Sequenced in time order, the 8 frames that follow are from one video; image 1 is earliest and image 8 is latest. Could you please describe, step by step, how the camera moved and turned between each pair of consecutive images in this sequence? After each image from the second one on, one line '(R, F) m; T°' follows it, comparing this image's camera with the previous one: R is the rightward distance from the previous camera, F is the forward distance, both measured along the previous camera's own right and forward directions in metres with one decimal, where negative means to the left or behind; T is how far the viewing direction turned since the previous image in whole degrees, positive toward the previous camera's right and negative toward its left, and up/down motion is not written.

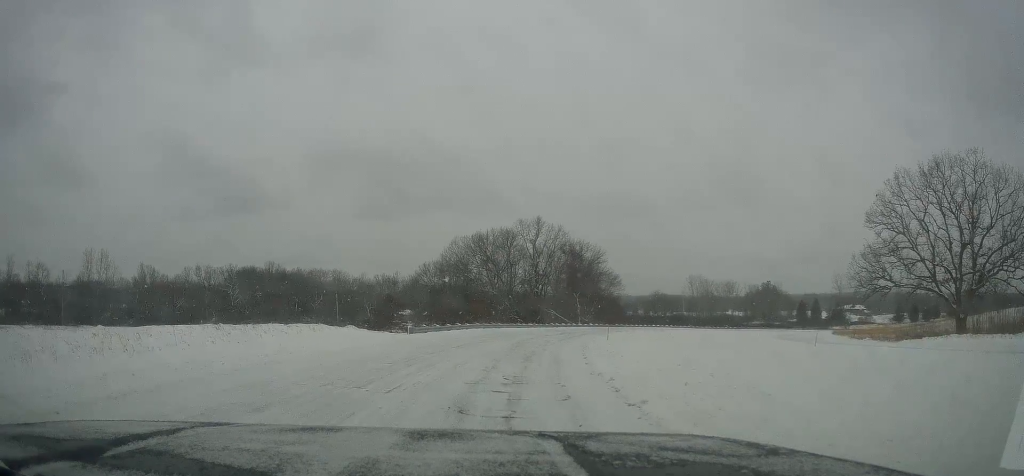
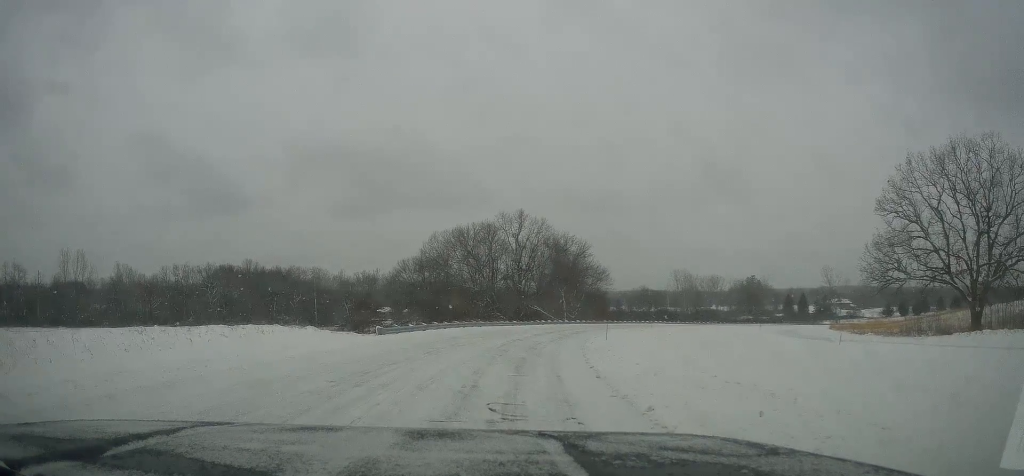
(+0.2, +4.3) m; +5°
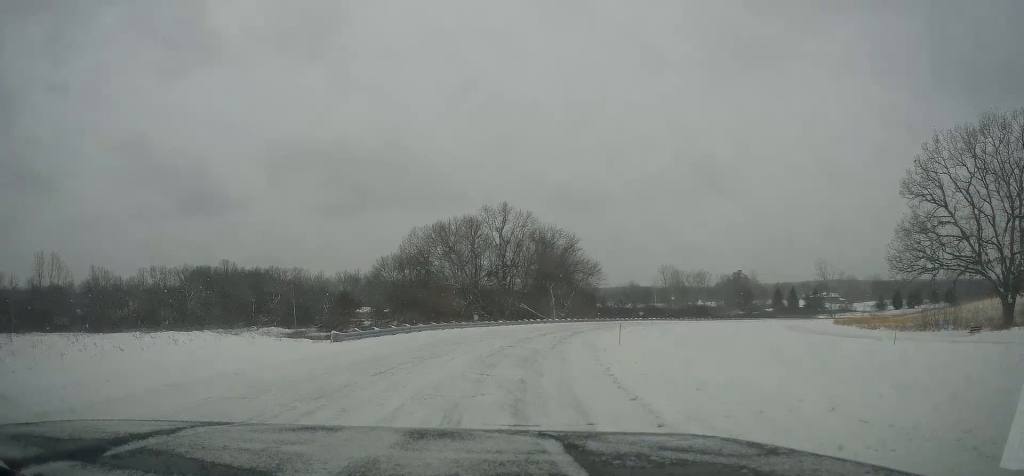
(+0.4, +6.1) m; -1°
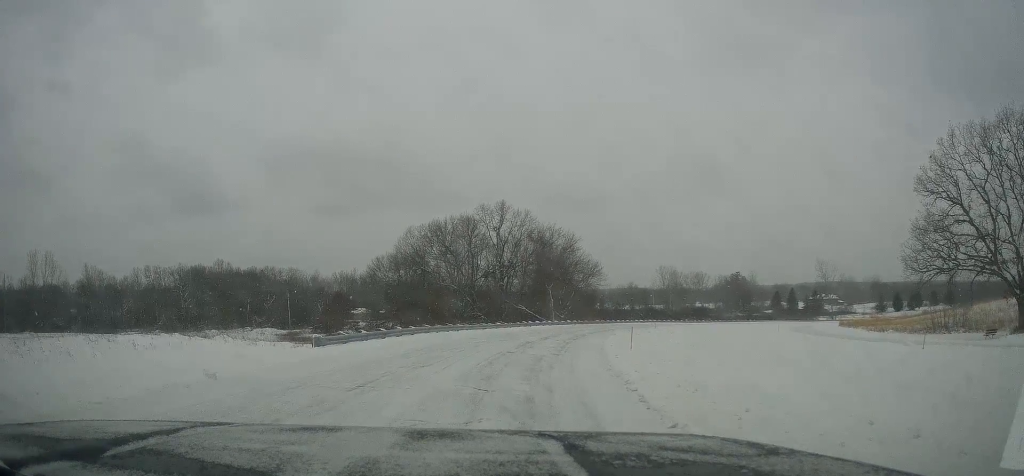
(-0.2, +2.3) m; 0°
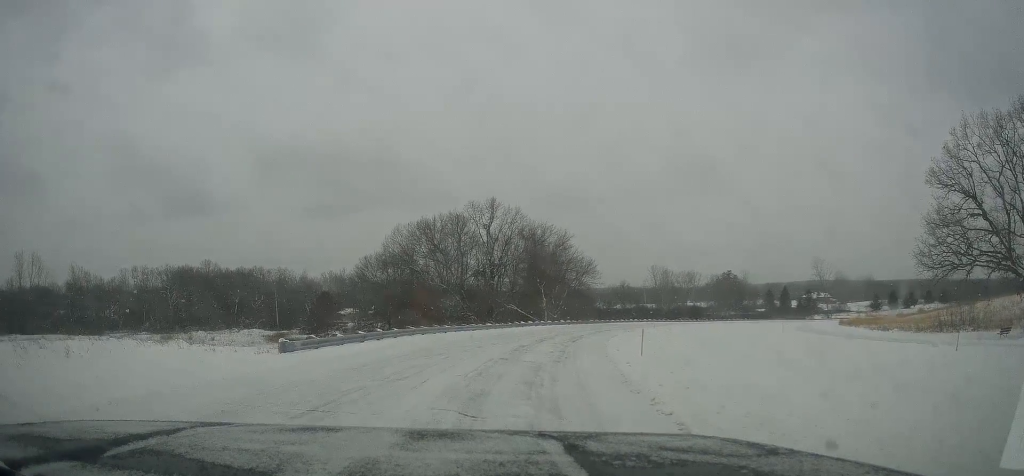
(-0.3, +2.8) m; 0°
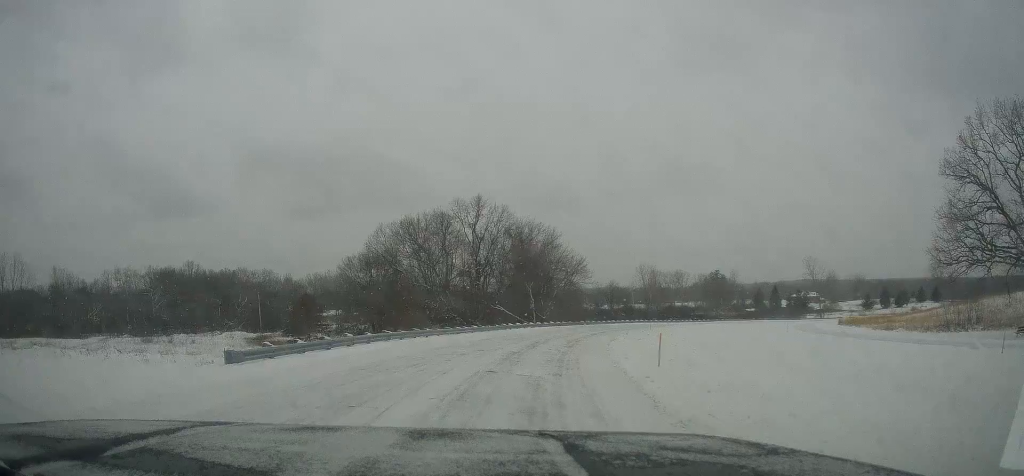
(+0.3, +3.3) m; +5°
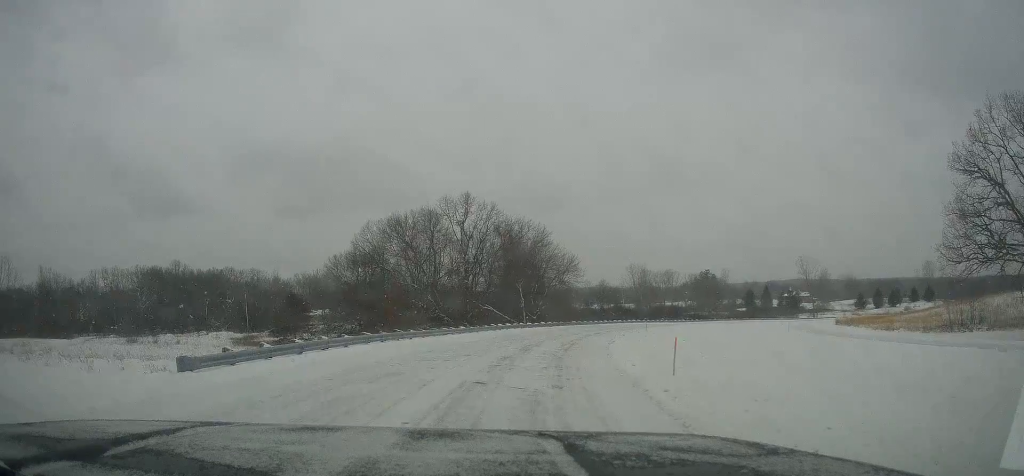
(+0.1, +2.2) m; +3°
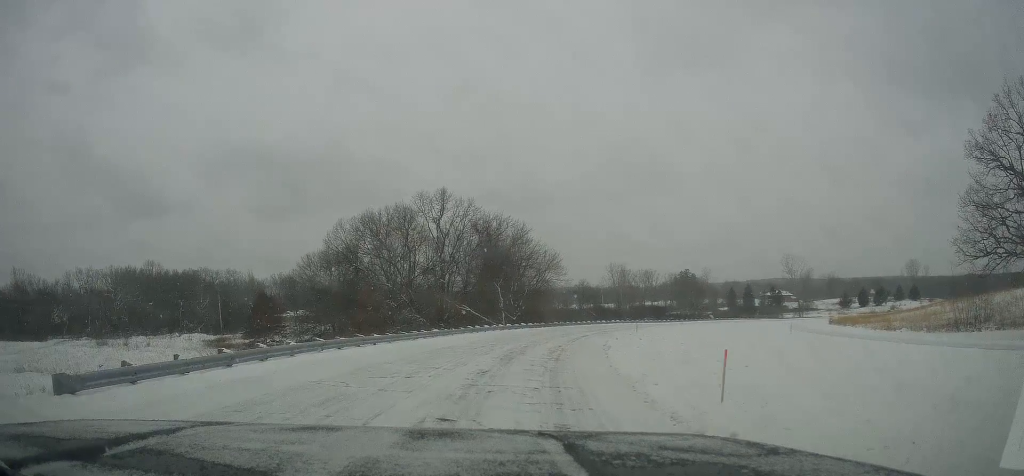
(+0.1, +4.0) m; -1°
